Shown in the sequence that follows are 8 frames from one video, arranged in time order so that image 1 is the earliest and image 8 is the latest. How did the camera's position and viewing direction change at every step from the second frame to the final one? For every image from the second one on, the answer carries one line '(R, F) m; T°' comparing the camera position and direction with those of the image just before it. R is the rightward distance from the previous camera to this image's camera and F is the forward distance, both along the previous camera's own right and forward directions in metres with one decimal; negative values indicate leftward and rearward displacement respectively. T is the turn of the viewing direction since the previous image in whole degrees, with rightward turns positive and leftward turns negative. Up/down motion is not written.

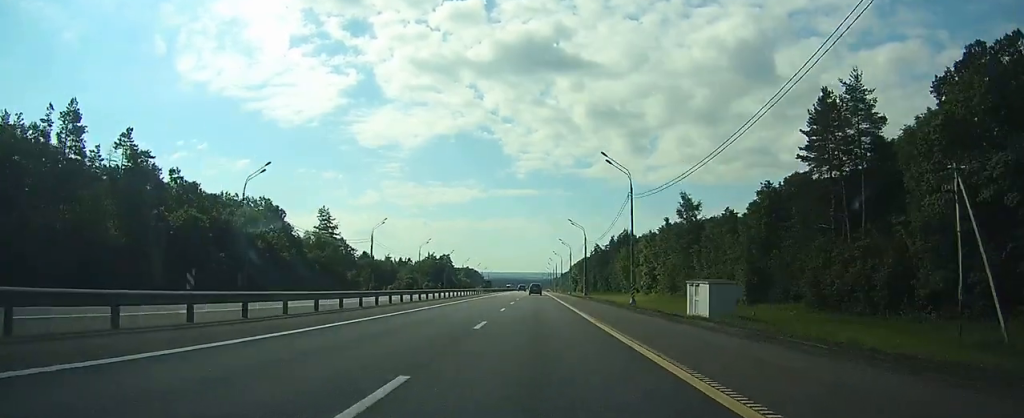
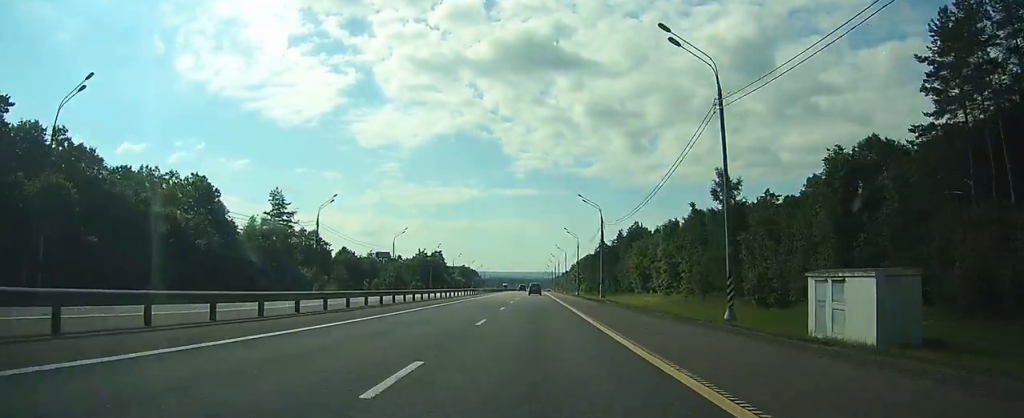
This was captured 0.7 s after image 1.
(0.0, +22.6) m; 0°
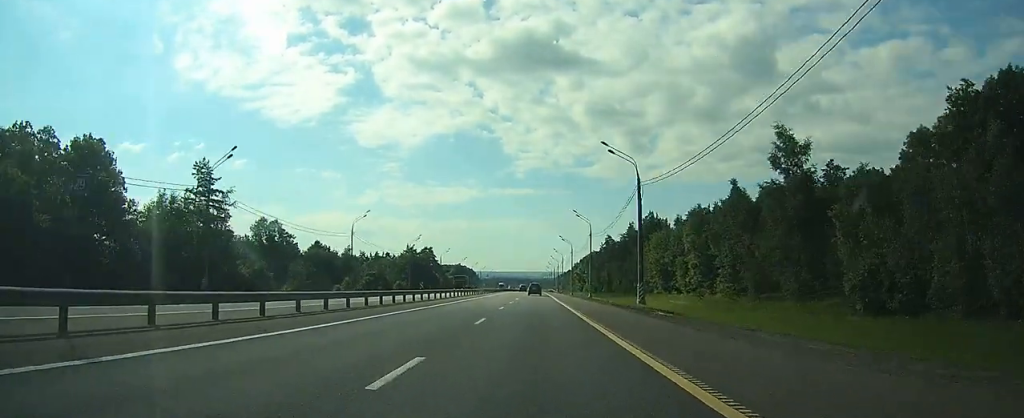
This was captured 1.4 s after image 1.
(0.0, +23.7) m; 0°
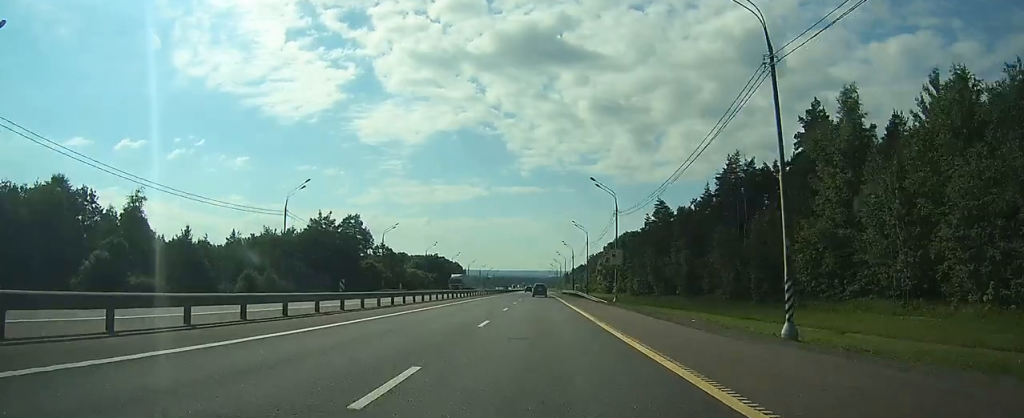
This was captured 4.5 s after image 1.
(-0.3, +98.0) m; 0°
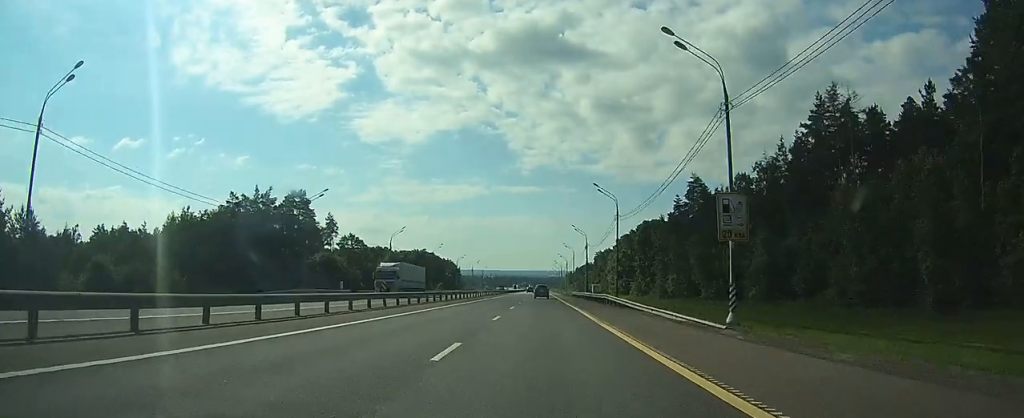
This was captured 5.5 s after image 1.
(0.0, +32.4) m; 0°
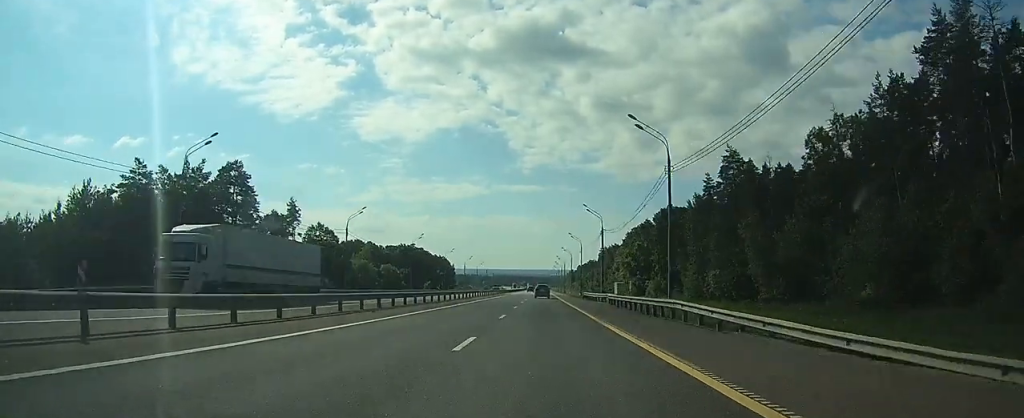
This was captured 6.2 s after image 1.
(0.0, +22.7) m; 0°
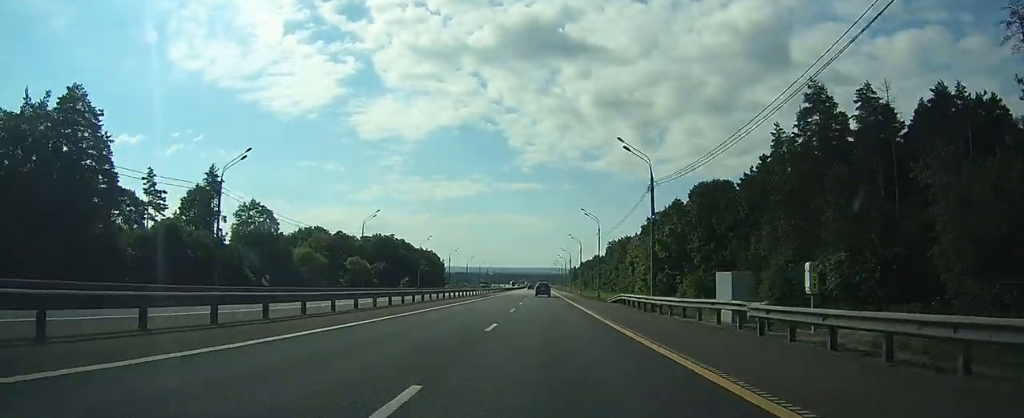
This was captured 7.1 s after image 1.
(0.0, +31.4) m; 0°
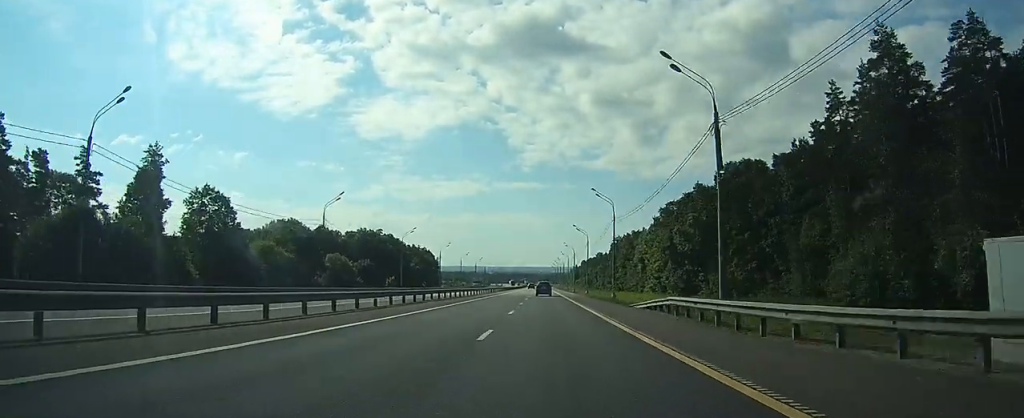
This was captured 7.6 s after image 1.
(-0.1, +15.2) m; 0°
